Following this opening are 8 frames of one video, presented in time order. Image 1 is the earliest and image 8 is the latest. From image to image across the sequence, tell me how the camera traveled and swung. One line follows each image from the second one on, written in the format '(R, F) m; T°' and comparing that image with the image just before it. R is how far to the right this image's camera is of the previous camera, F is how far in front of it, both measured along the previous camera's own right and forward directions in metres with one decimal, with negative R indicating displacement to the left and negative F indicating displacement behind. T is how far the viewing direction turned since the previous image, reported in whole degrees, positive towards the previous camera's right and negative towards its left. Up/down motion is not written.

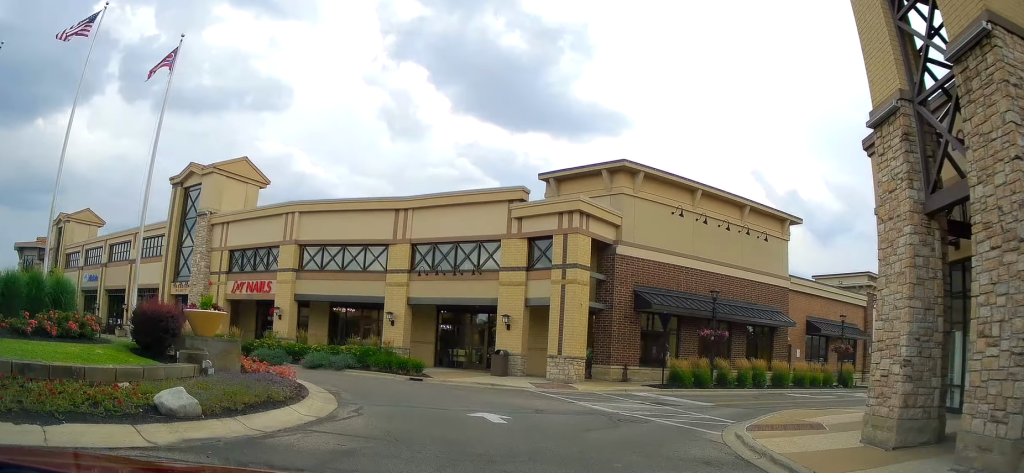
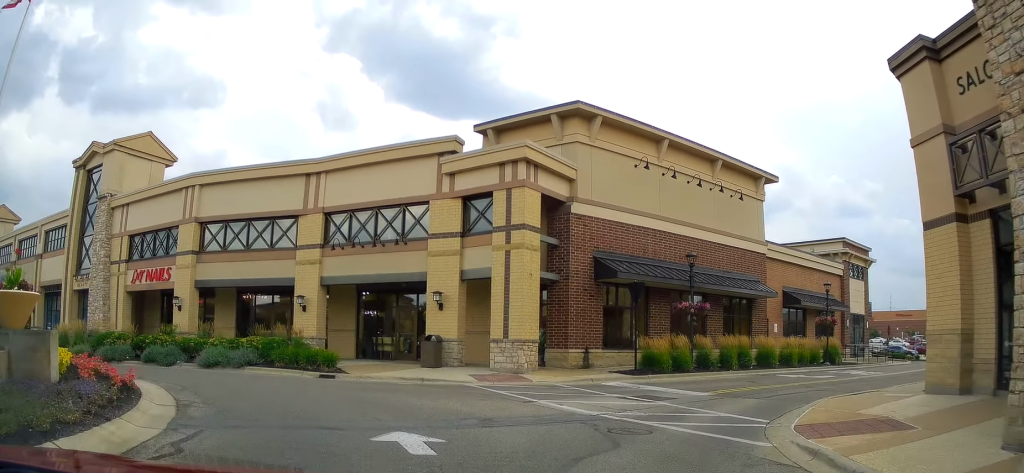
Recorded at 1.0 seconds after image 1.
(+0.4, +4.8) m; +4°
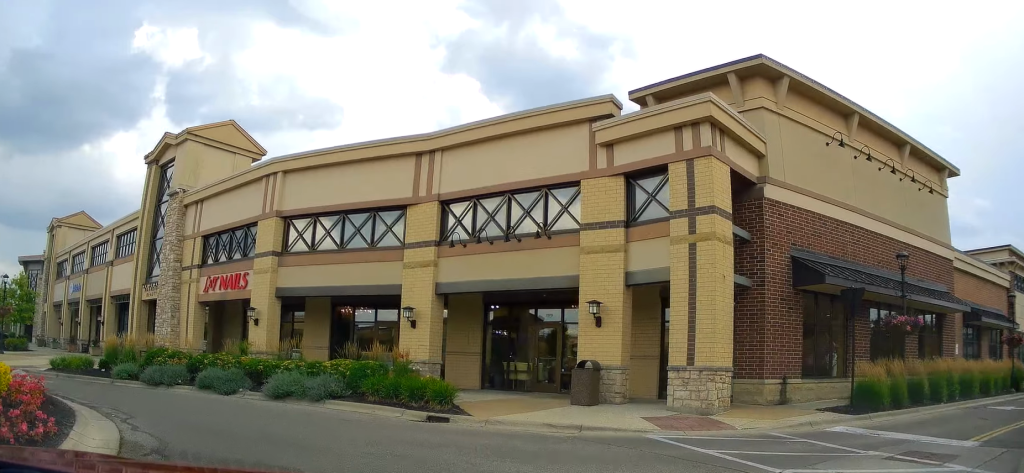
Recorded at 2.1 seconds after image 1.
(0.0, +5.8) m; +2°
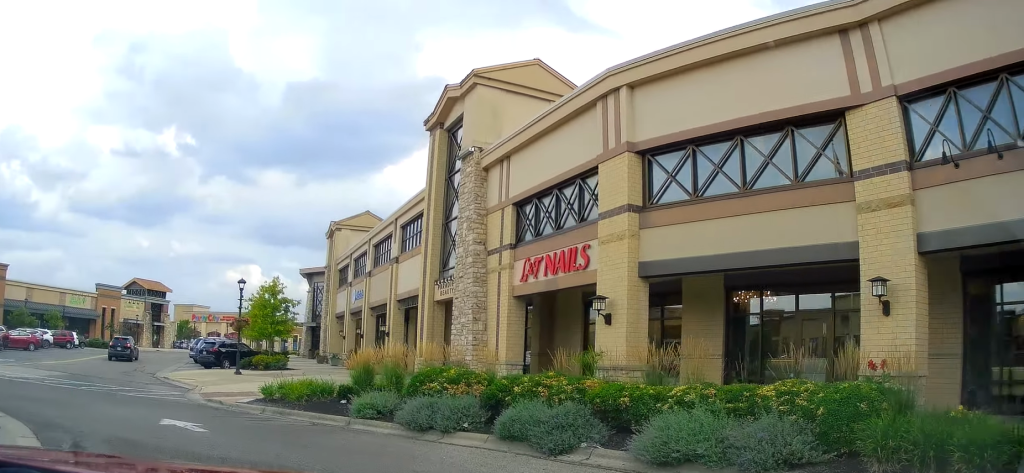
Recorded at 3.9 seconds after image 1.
(-1.4, +8.4) m; -30°
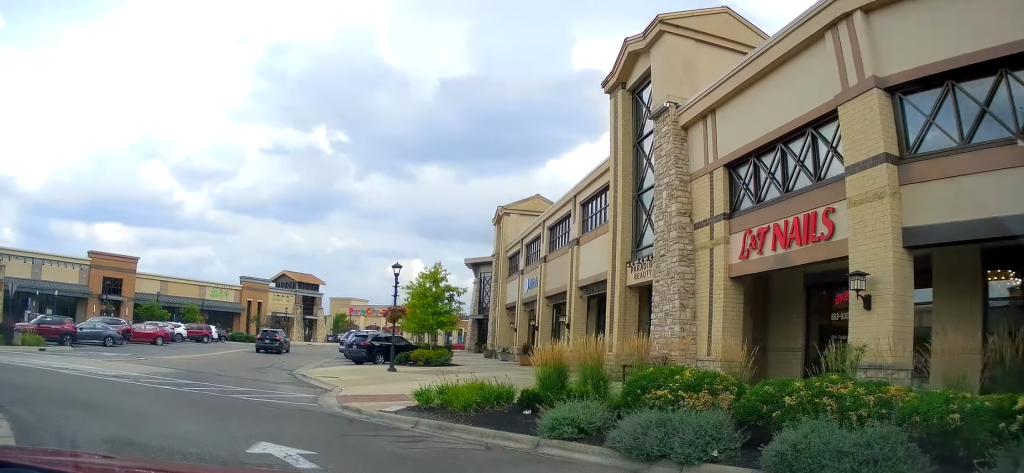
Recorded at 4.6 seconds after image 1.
(-0.5, +3.4) m; -13°
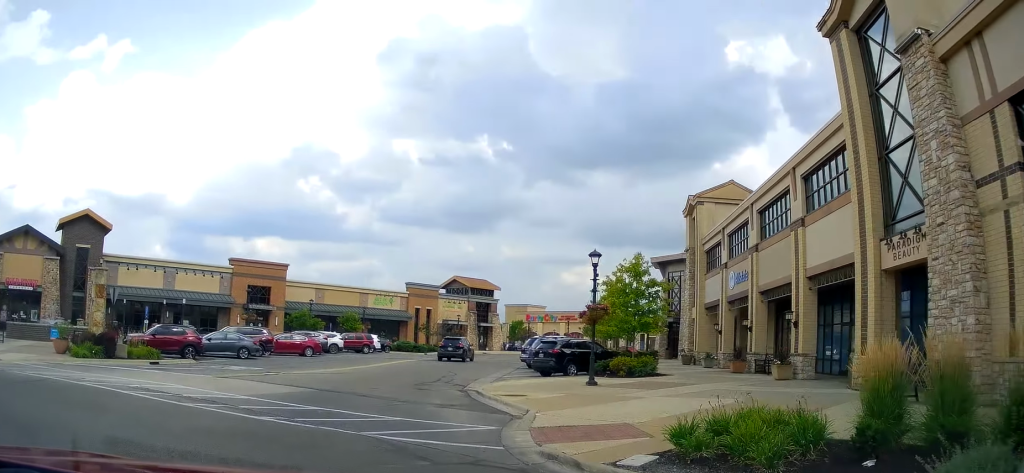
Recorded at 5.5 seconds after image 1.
(-0.6, +4.7) m; -13°
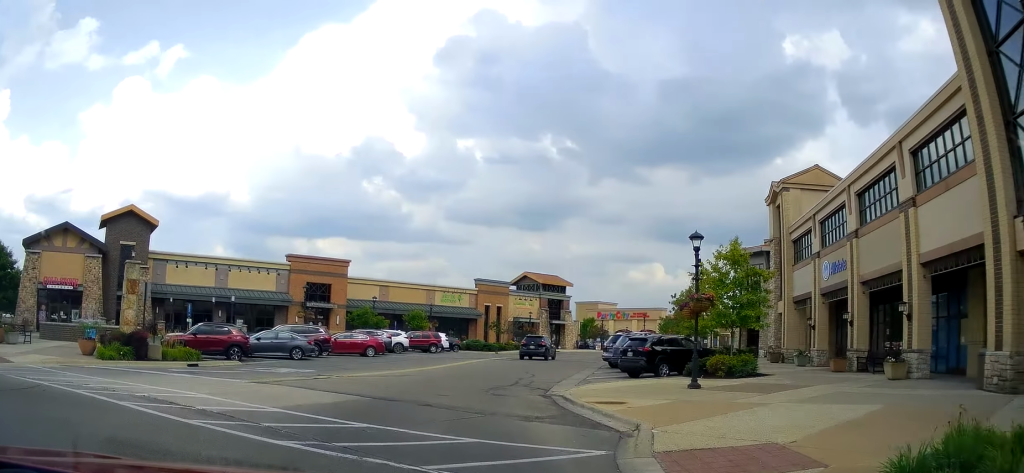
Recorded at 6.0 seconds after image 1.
(0.0, +2.7) m; -7°
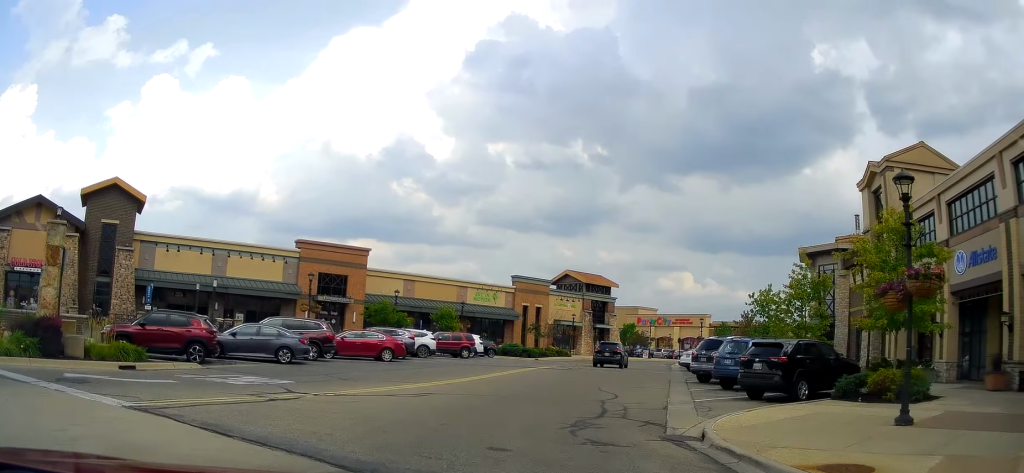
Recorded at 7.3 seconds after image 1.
(-1.0, +7.8) m; -9°
